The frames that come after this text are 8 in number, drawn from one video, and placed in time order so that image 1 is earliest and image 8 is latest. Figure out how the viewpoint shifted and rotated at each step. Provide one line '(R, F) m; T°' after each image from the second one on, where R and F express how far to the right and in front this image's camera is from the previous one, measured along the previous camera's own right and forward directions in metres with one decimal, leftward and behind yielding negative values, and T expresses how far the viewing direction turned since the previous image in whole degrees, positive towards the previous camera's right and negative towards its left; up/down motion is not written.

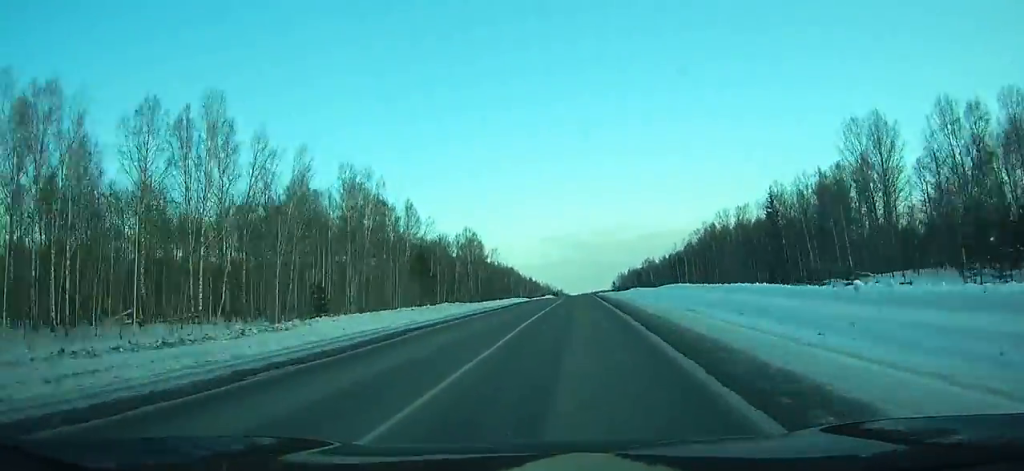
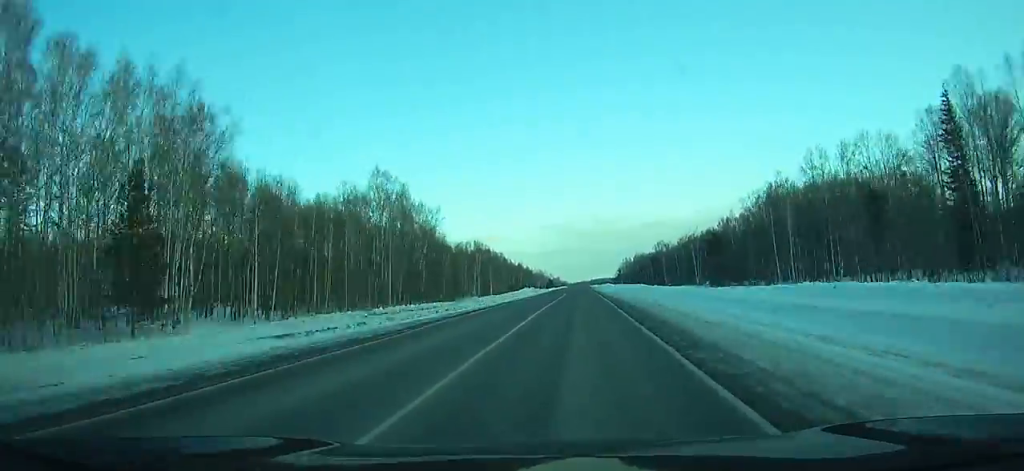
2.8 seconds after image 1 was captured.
(-0.1, +78.6) m; 0°
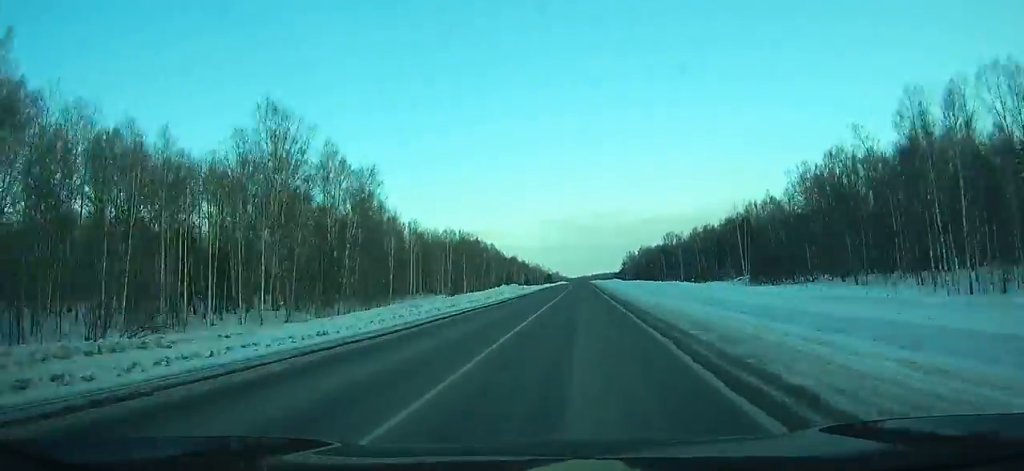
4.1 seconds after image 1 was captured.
(+0.2, +36.6) m; 0°
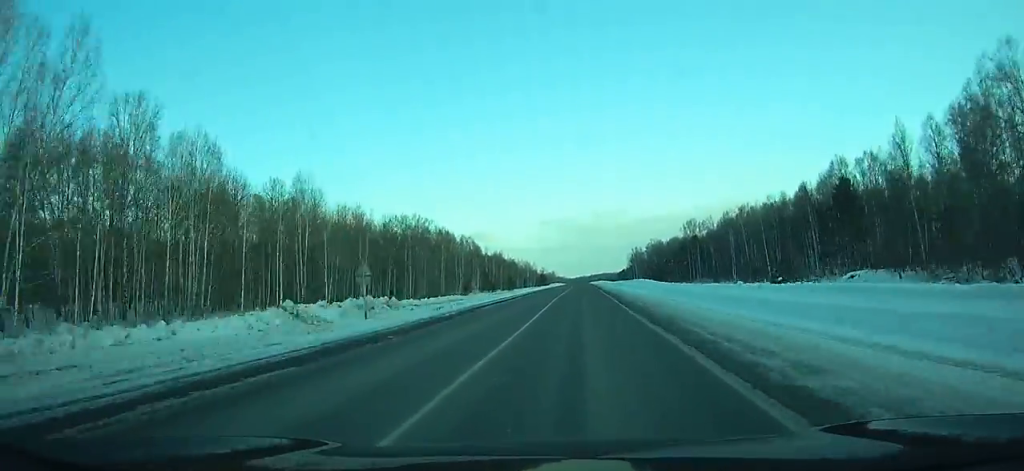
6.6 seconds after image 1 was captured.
(+0.1, +70.3) m; 0°
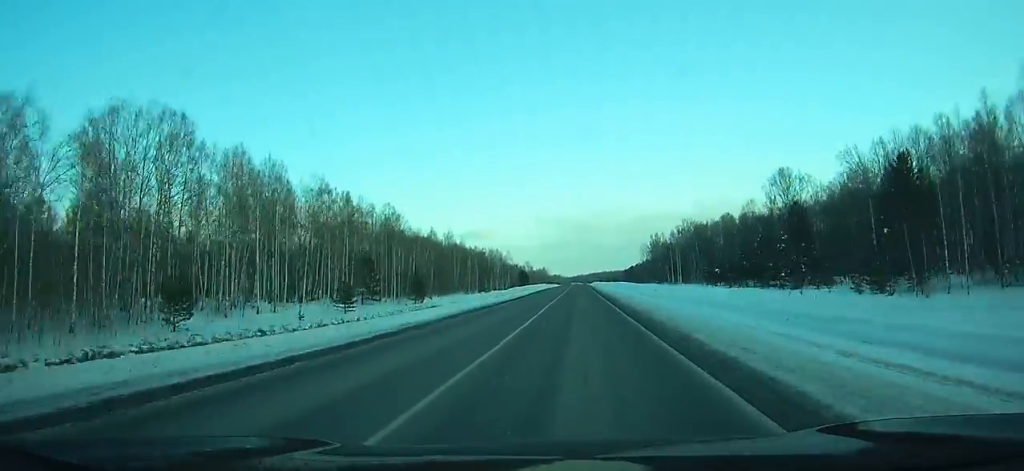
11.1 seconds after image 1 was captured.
(-0.3, +126.0) m; 0°
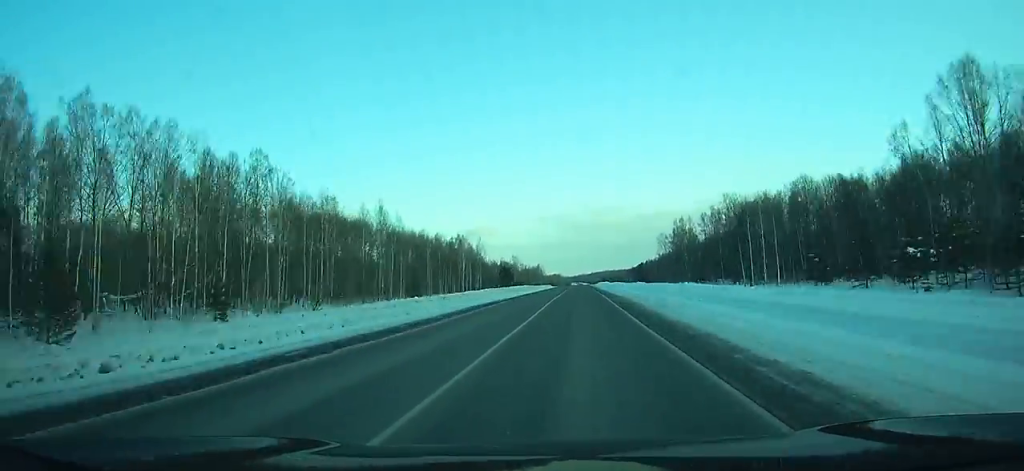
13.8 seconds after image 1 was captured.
(0.0, +74.7) m; +1°
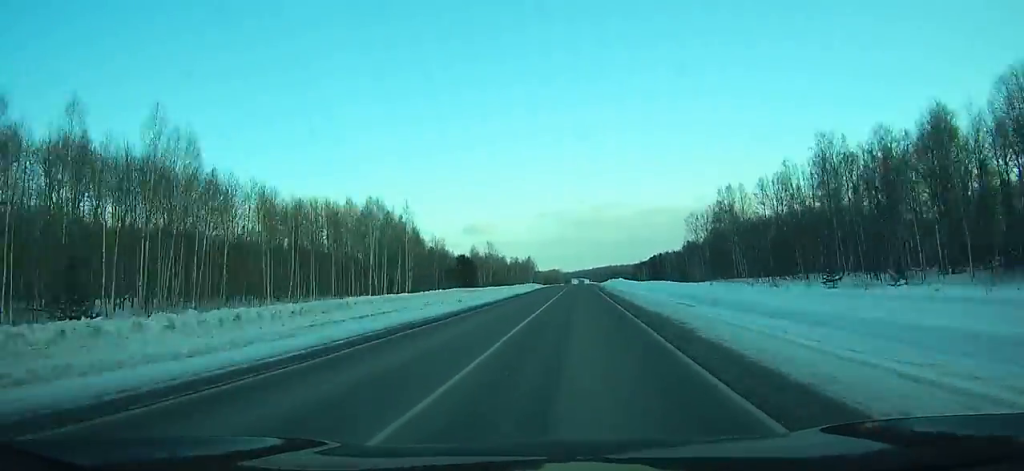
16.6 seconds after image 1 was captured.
(+0.8, +76.7) m; +1°
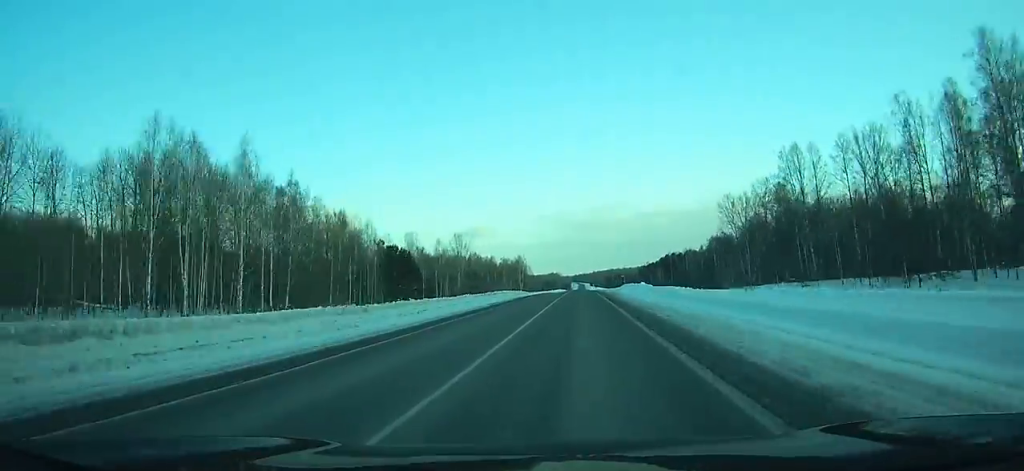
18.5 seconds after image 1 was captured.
(+0.2, +51.5) m; 0°
